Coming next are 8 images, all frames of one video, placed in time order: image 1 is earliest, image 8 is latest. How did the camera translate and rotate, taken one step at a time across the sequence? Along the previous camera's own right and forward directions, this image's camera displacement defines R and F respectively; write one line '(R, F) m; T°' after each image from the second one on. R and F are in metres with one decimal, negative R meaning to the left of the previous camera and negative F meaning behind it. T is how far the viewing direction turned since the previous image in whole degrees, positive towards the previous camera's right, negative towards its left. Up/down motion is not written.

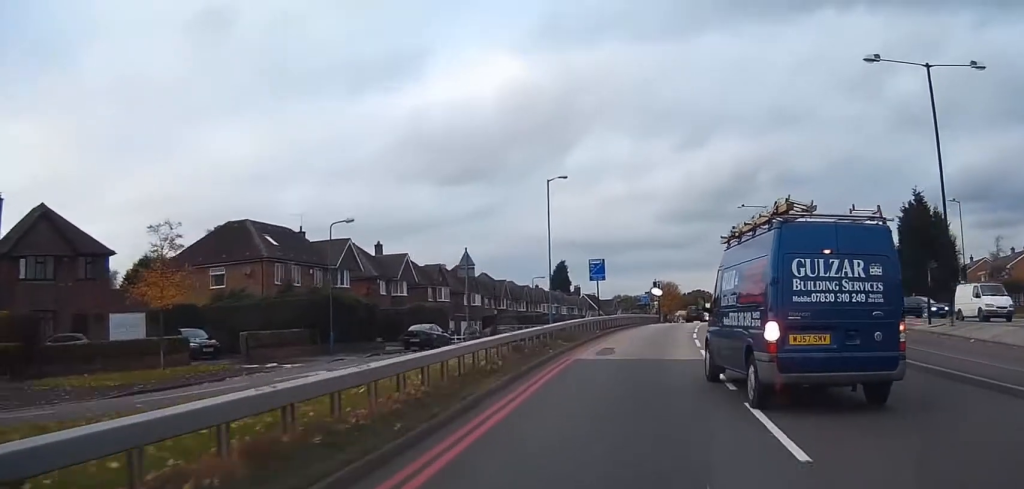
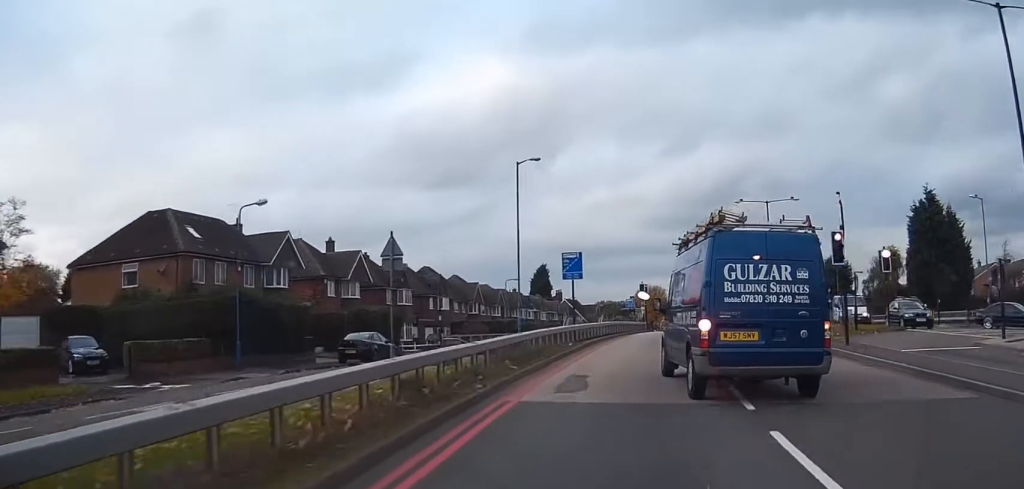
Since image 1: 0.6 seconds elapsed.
(0.0, +8.6) m; +1°
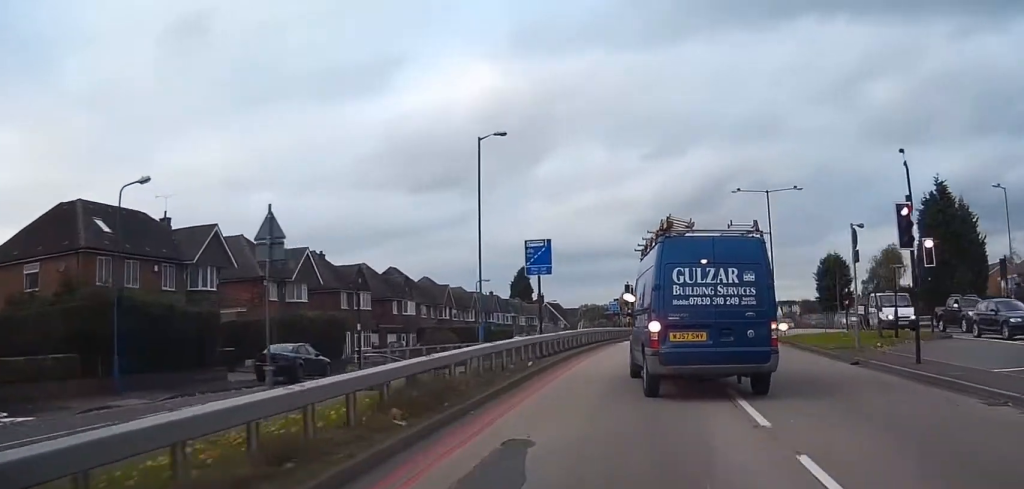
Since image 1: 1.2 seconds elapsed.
(+0.1, +7.6) m; +1°
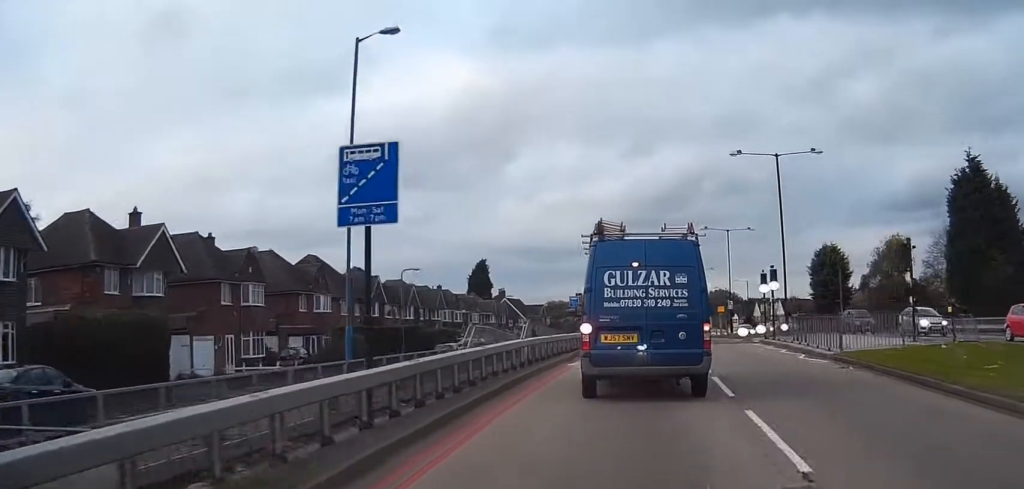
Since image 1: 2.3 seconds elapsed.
(+0.3, +15.0) m; +2°
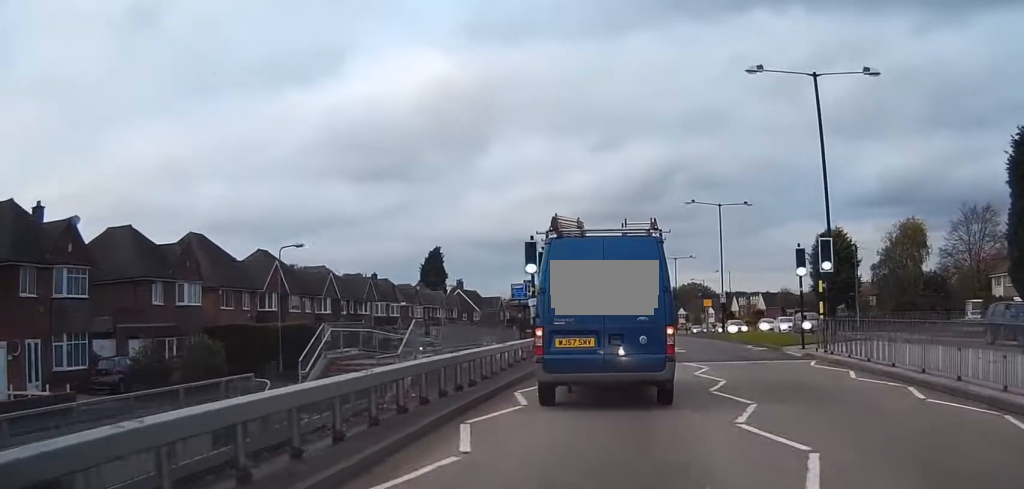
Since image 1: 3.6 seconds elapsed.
(+0.3, +16.2) m; +1°
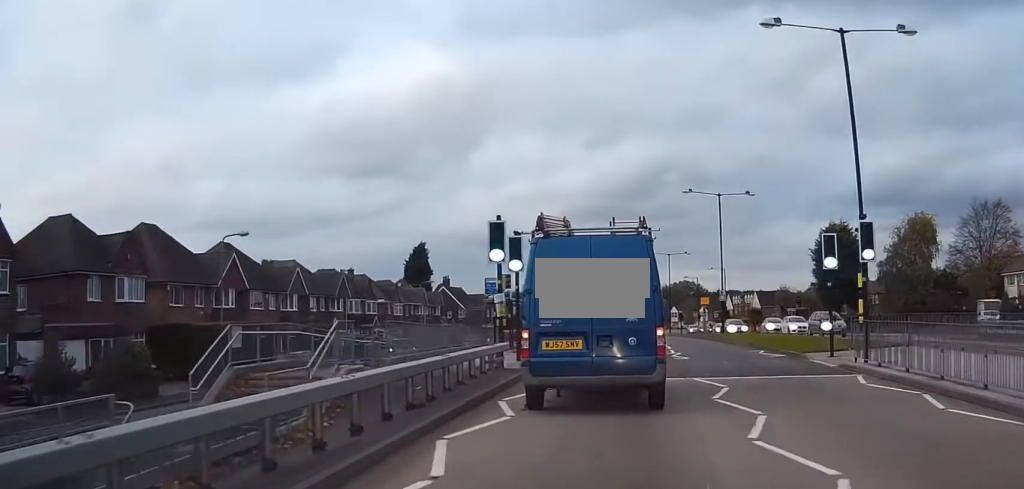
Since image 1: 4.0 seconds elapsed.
(0.0, +5.3) m; 0°
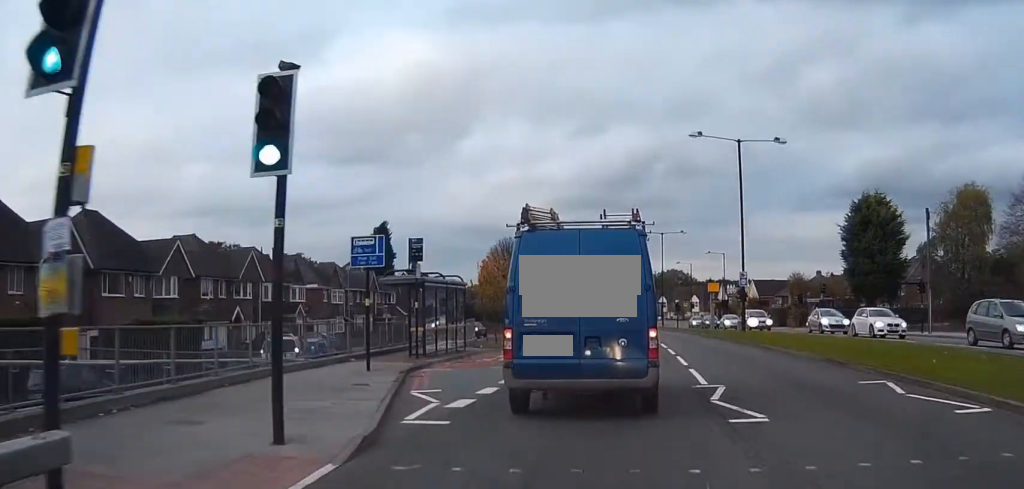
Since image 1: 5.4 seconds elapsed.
(+0.2, +16.4) m; +1°
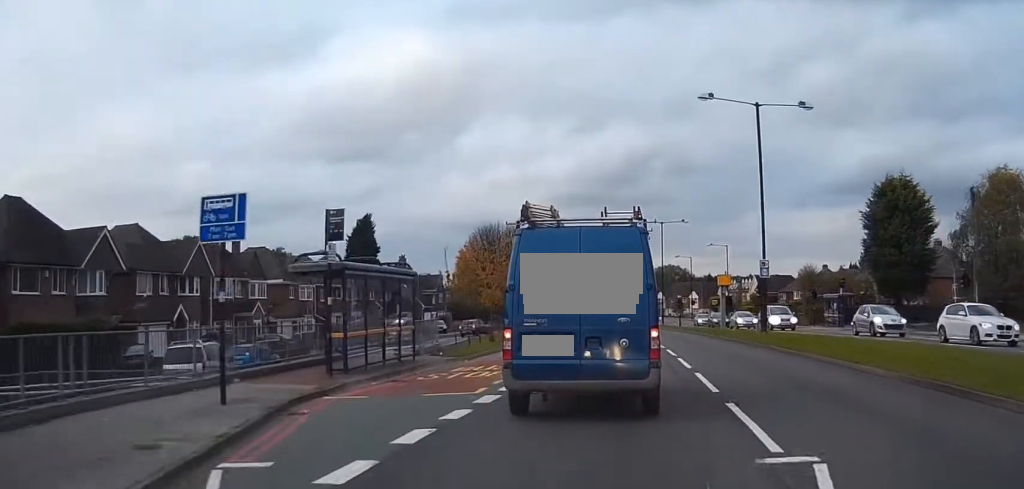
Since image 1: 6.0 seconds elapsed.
(0.0, +7.4) m; +1°
